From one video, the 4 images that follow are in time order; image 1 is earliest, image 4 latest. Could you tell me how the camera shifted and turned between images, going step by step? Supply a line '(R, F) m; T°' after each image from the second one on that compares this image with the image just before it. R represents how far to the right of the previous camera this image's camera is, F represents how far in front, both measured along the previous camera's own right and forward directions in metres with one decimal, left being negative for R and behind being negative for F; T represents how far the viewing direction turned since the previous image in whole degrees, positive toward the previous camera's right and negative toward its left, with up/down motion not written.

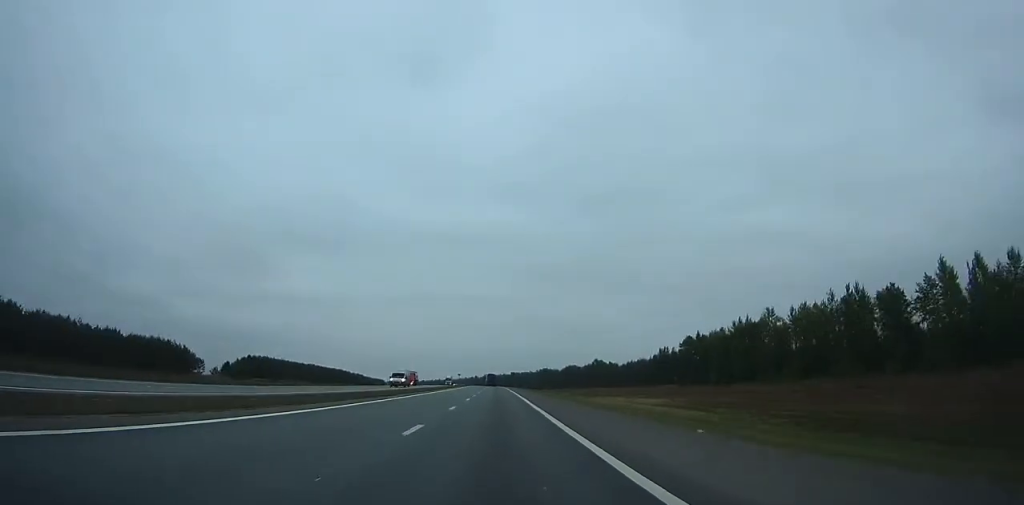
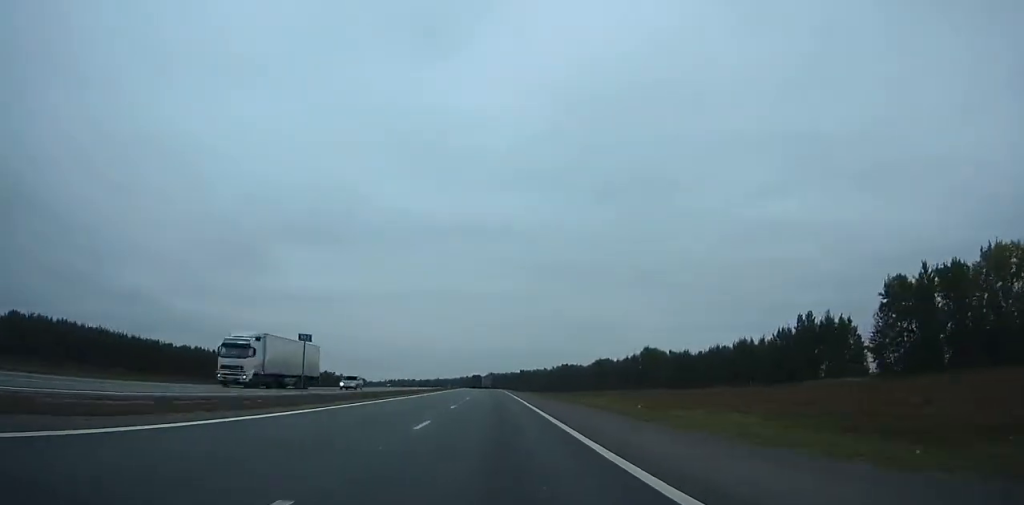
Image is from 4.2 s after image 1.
(-0.7, +120.1) m; -1°
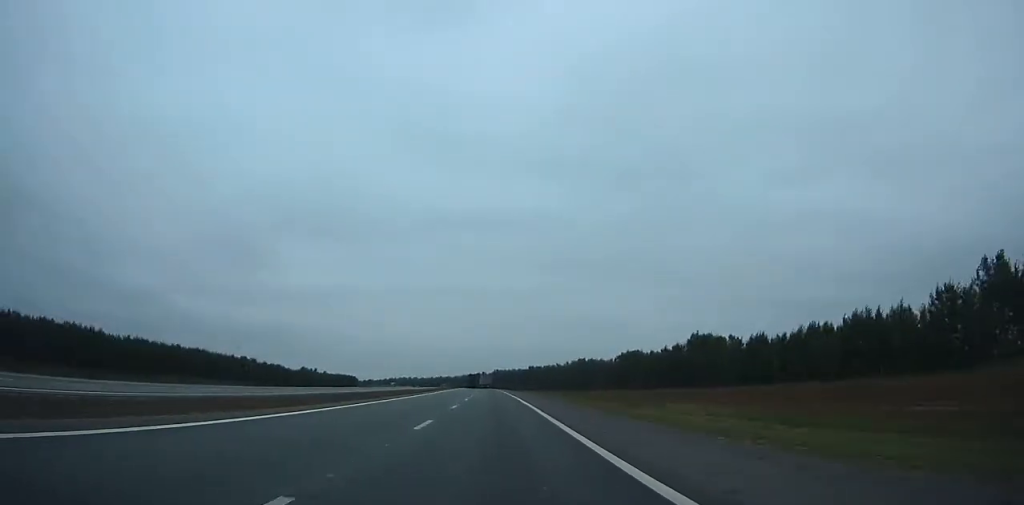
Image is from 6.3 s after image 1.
(-0.3, +59.8) m; -1°
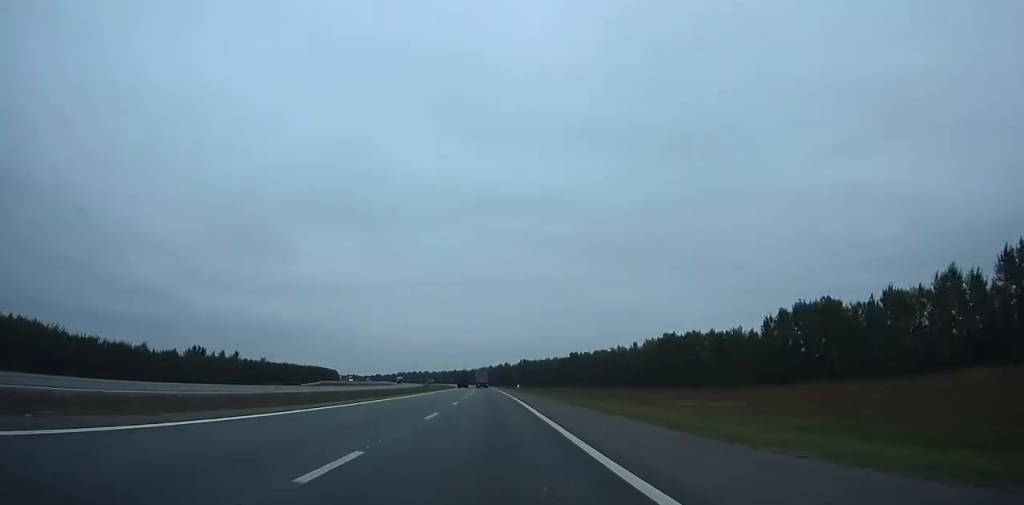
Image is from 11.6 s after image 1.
(-2.5, +150.8) m; -4°
